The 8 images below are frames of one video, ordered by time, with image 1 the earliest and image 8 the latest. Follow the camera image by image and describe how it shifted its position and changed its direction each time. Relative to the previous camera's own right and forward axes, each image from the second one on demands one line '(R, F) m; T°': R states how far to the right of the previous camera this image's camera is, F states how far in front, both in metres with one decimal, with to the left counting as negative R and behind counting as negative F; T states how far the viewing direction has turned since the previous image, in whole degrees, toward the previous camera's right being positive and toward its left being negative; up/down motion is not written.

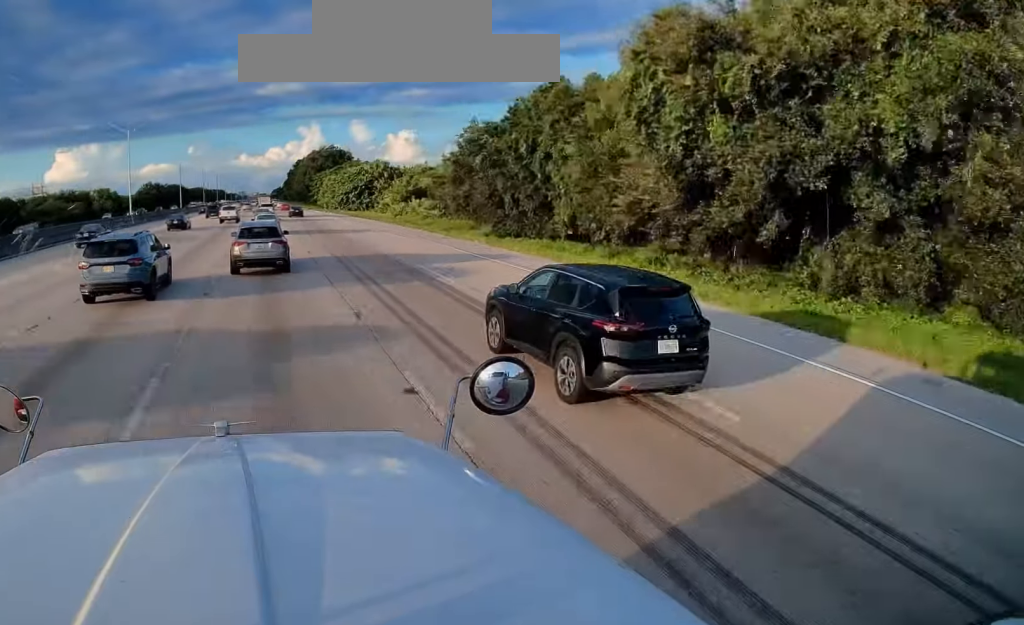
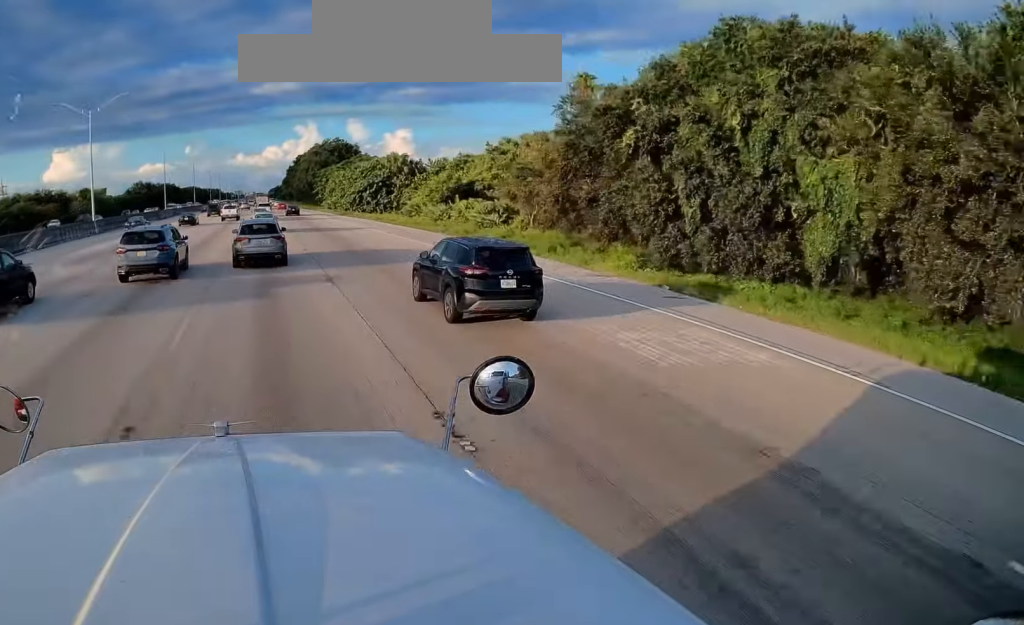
(+0.2, +19.3) m; 0°
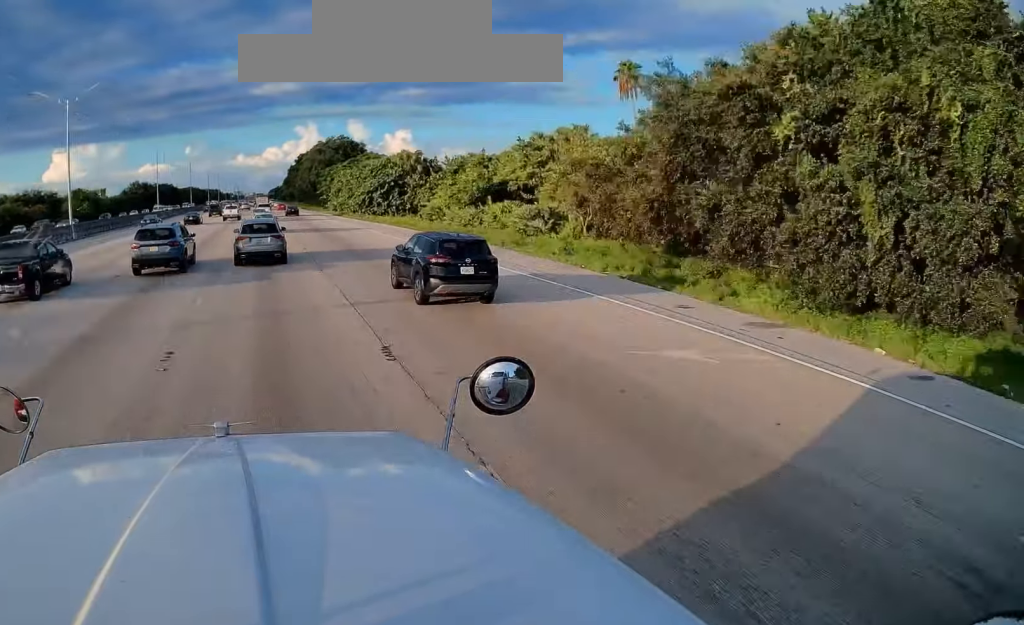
(-0.1, +8.9) m; 0°
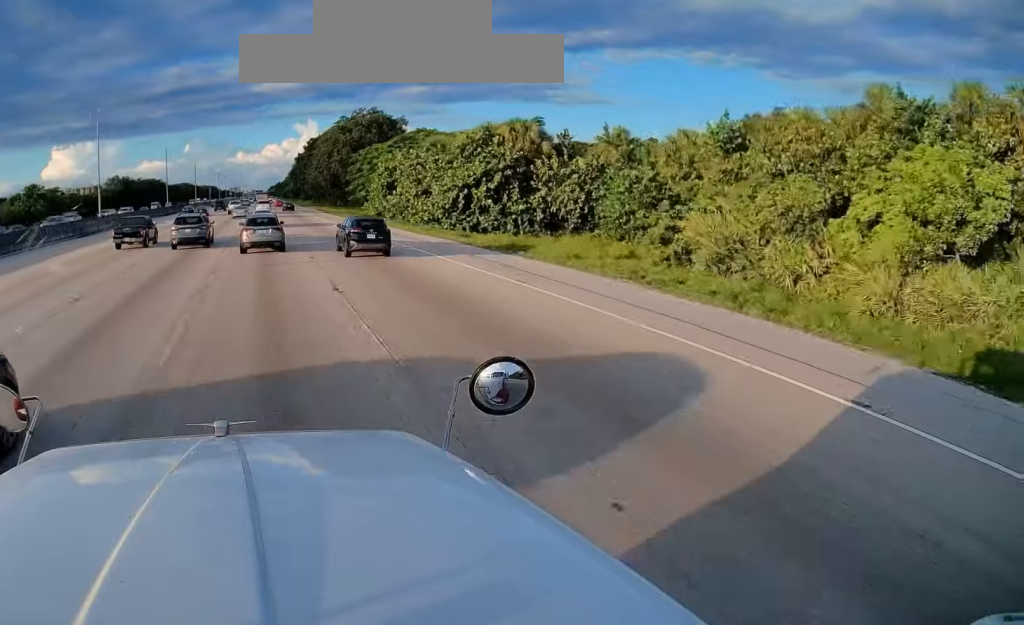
(0.0, +42.6) m; 0°
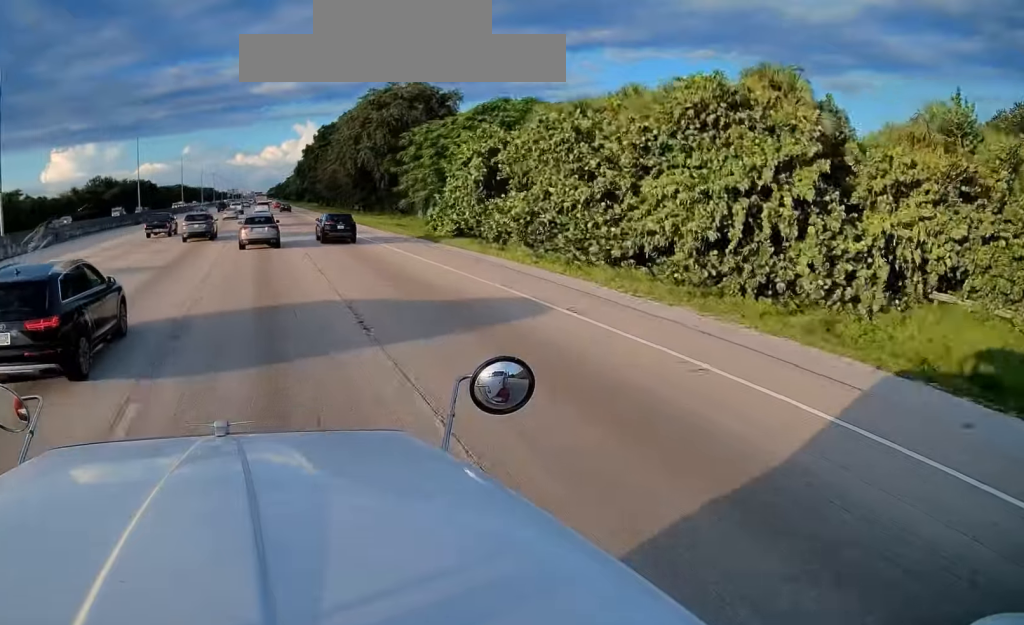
(-0.1, +29.0) m; -1°
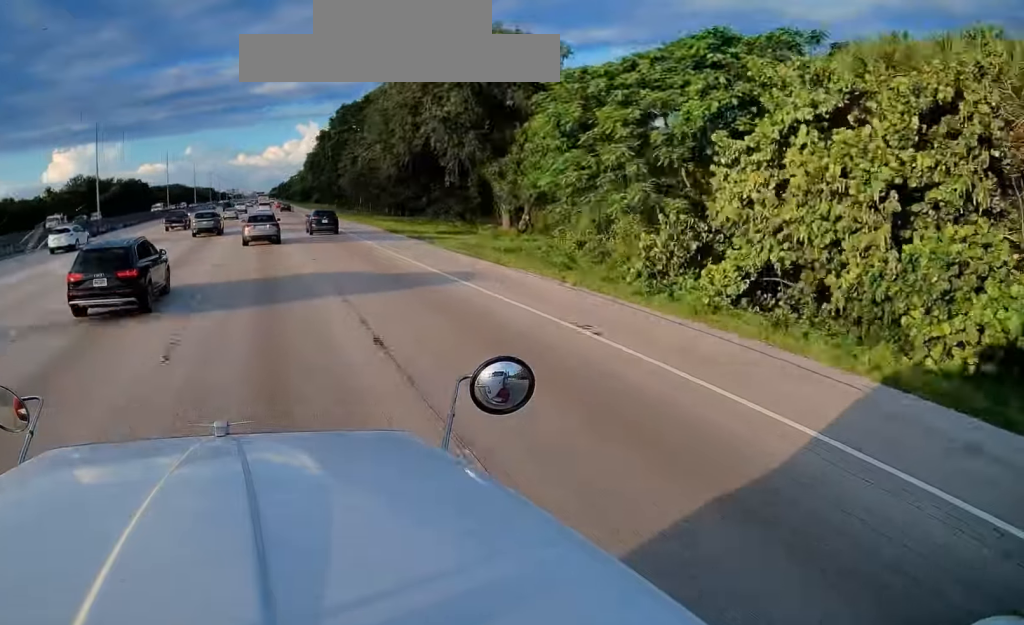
(-0.1, +28.0) m; +1°
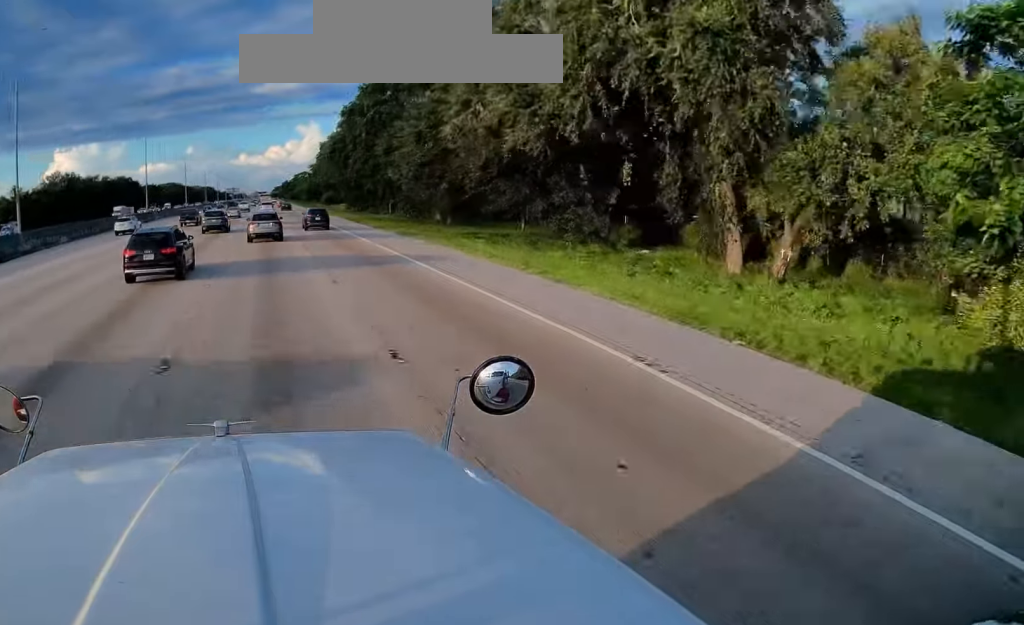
(+0.3, +27.1) m; 0°
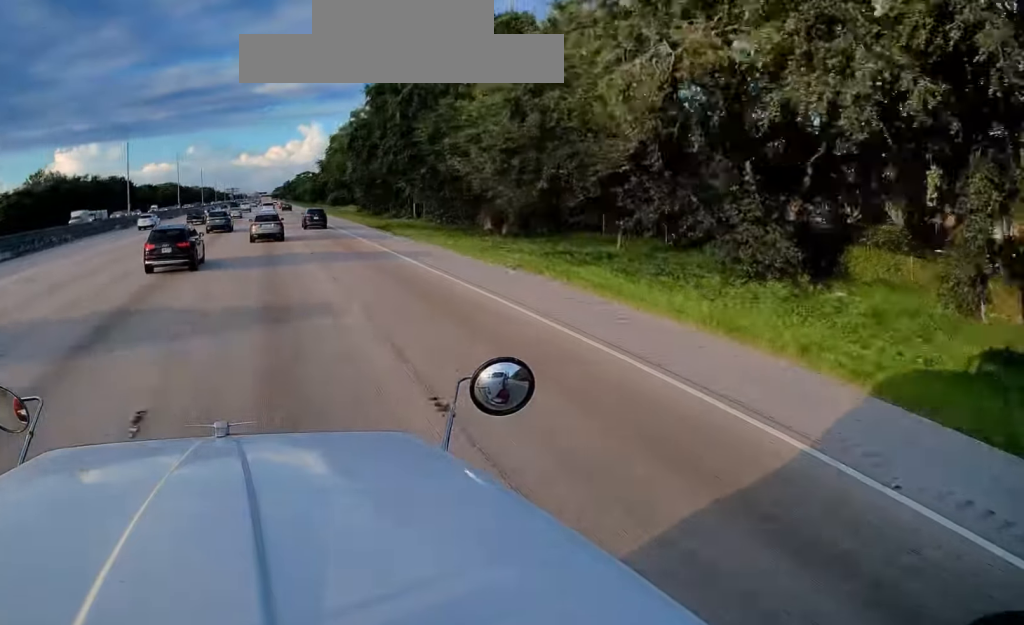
(-0.2, +15.6) m; -1°
